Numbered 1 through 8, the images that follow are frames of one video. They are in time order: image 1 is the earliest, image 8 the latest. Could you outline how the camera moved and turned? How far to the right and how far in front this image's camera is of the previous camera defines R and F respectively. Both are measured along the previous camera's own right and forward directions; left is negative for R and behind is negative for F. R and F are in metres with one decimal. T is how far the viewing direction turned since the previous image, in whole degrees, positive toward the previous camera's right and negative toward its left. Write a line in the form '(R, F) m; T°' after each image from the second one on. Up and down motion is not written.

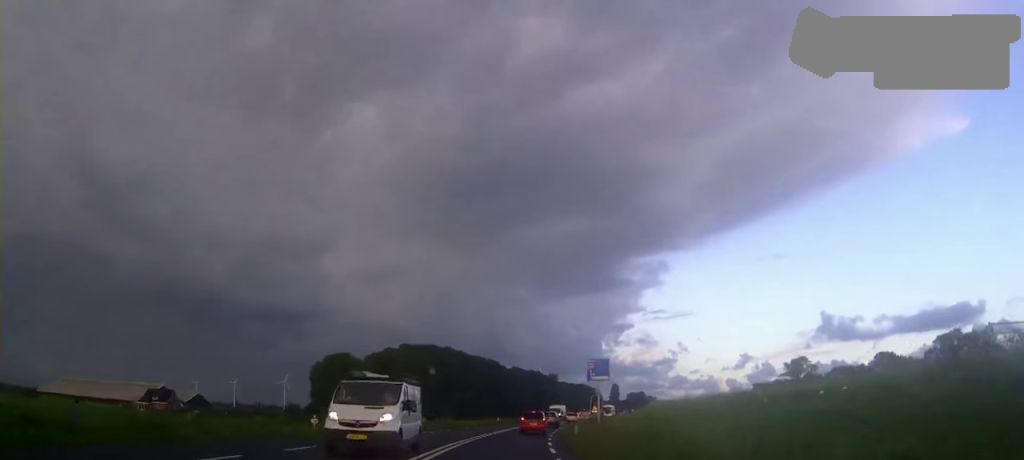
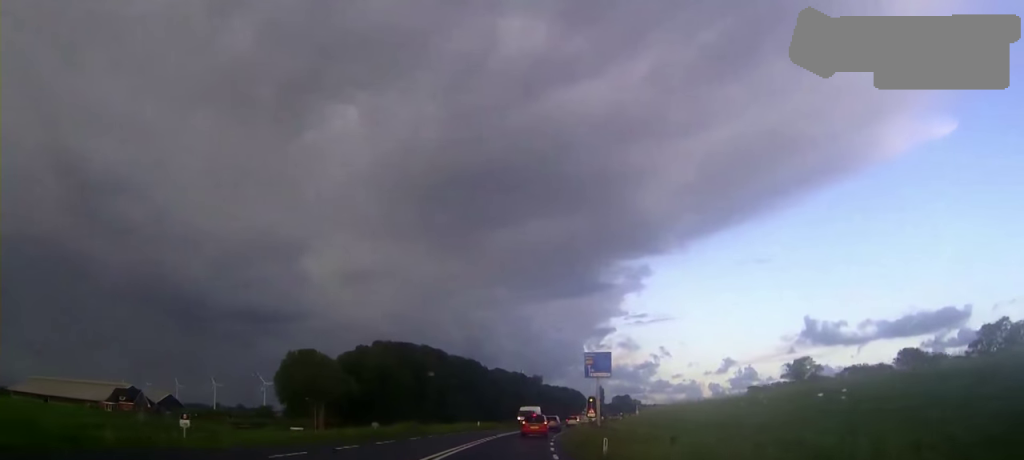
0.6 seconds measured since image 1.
(+0.3, +13.4) m; +2°
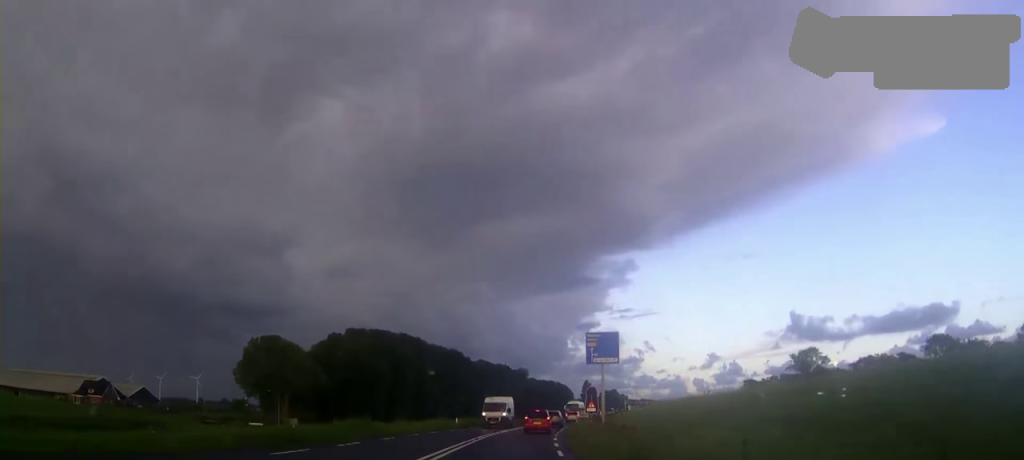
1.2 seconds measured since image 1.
(+0.2, +12.4) m; +1°
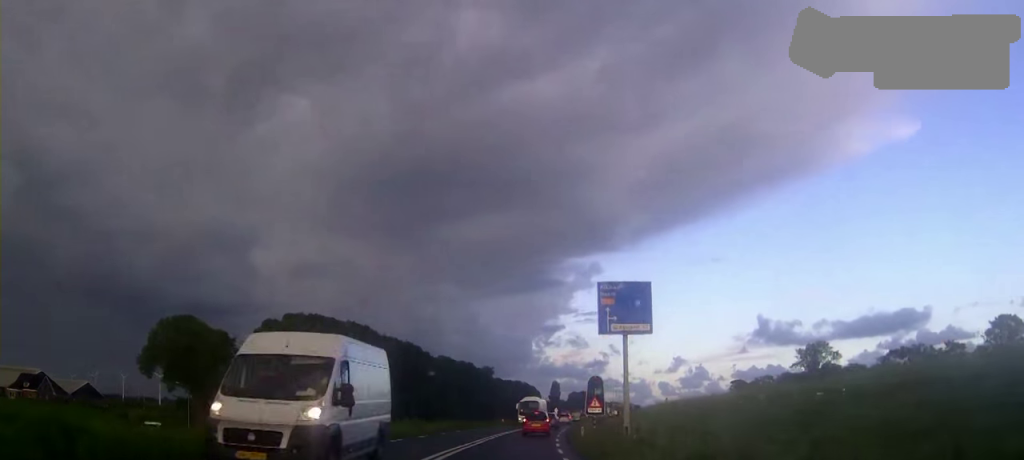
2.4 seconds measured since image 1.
(+0.4, +22.7) m; +2°
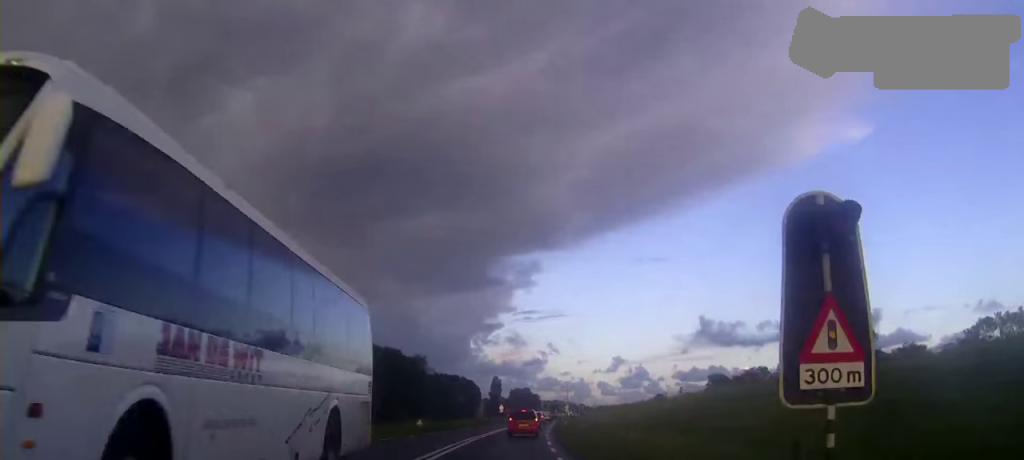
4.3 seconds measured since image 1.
(+1.2, +38.0) m; +4°
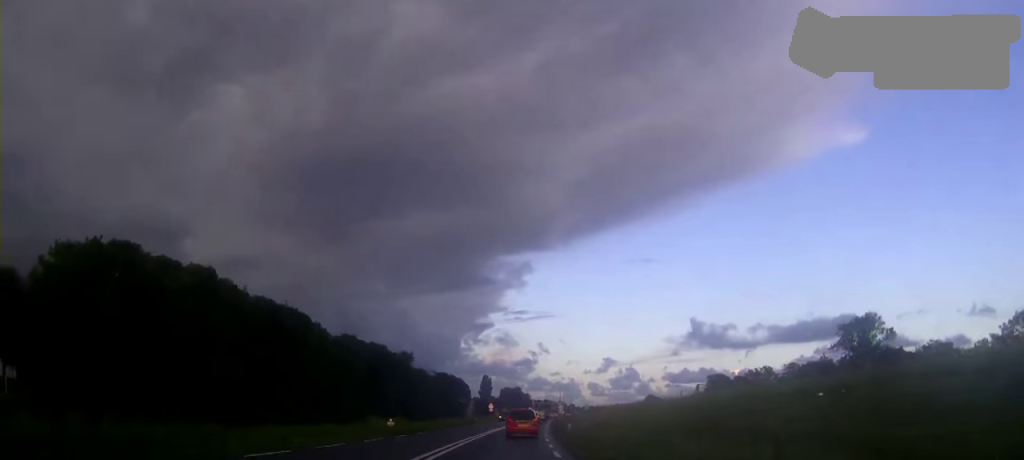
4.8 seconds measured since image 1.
(+0.1, +8.8) m; +1°
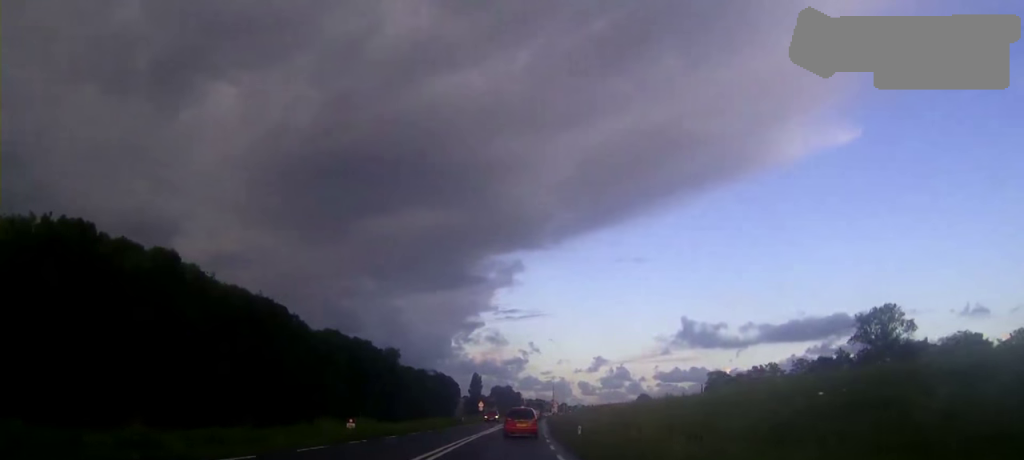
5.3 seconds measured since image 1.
(+0.1, +9.0) m; +1°
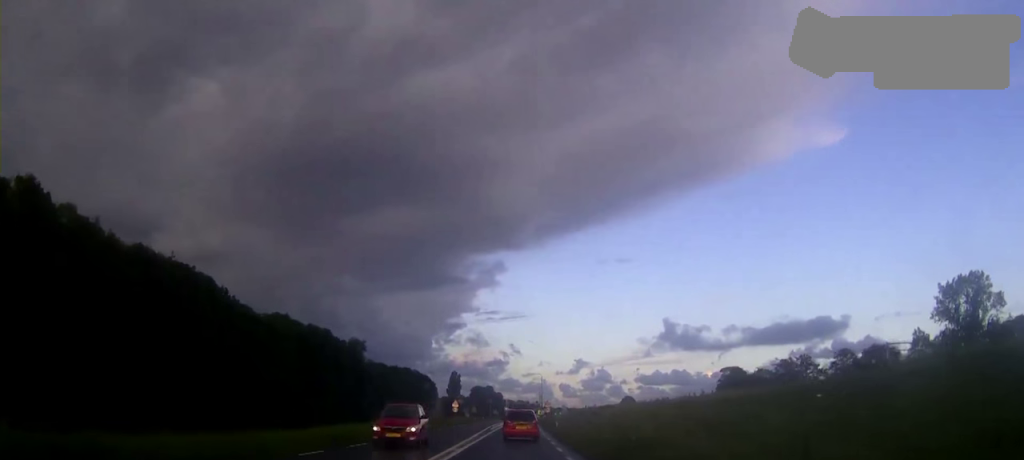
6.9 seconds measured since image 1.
(+0.6, +26.0) m; +2°
